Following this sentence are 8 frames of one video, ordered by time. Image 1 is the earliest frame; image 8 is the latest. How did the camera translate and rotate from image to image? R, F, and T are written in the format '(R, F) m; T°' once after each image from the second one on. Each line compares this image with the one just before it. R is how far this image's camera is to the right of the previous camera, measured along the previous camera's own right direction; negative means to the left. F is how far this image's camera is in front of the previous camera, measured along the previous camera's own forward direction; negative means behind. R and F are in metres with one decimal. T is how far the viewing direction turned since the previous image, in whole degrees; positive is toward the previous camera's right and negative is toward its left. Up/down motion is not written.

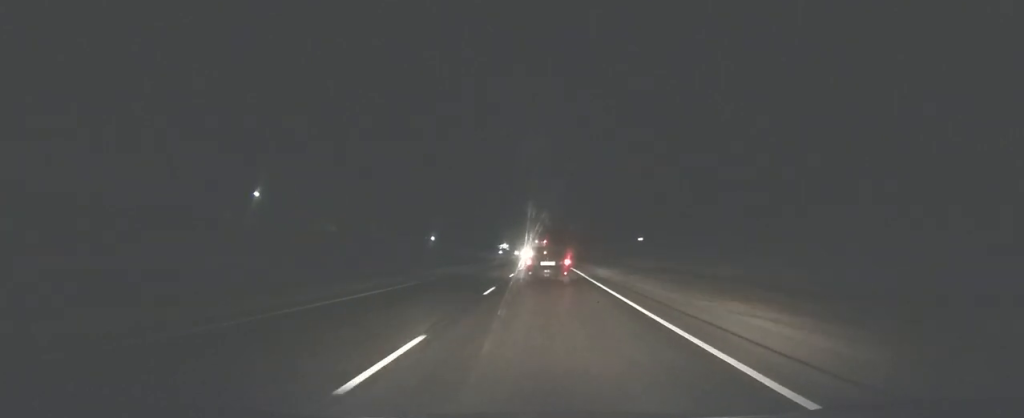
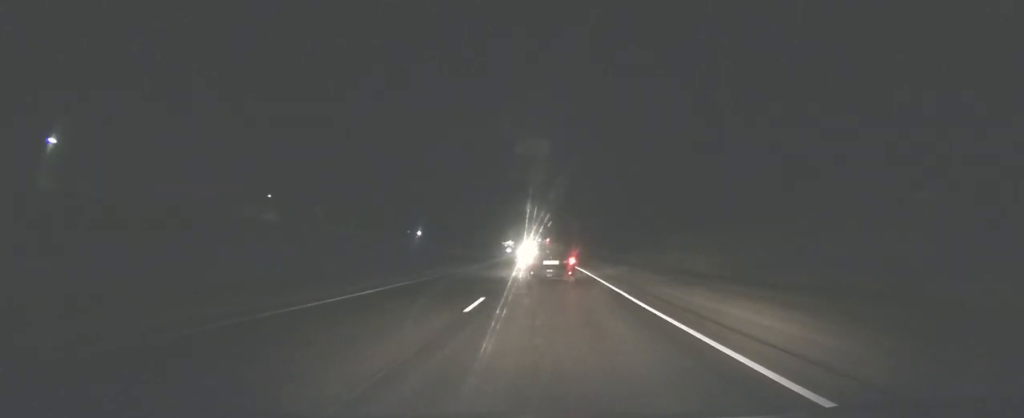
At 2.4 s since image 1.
(-0.2, +51.0) m; -1°
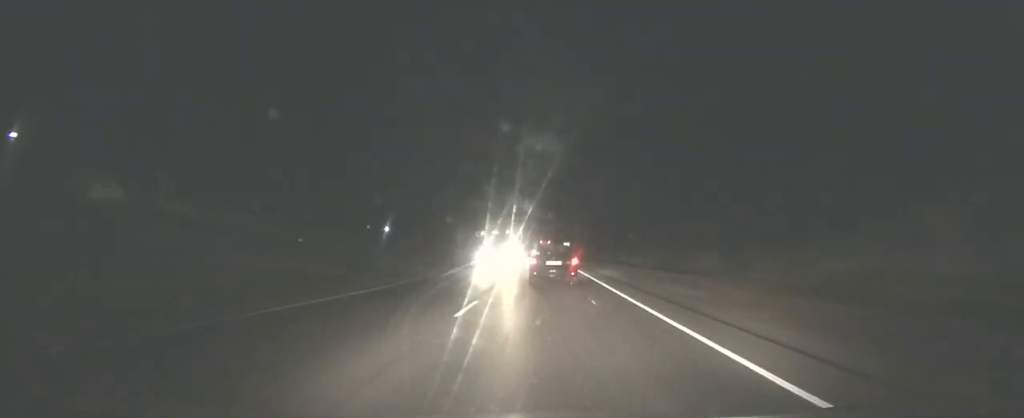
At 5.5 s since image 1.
(-0.6, +66.0) m; -1°
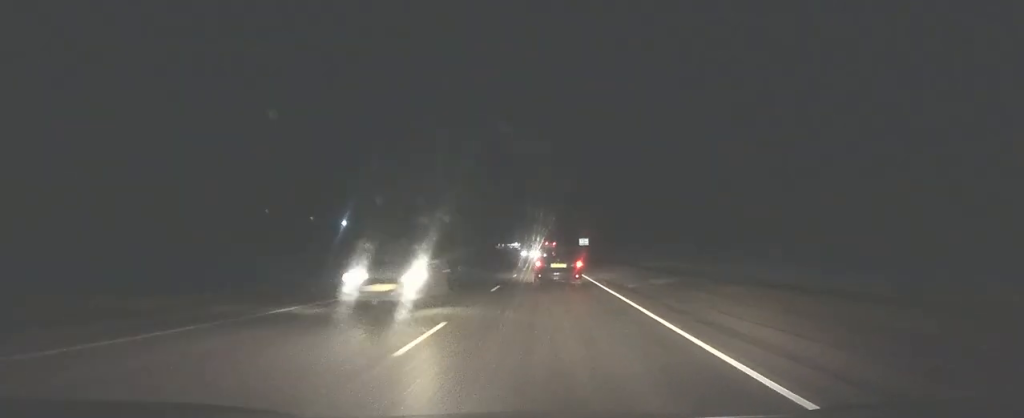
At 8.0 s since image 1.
(-0.3, +53.8) m; -1°
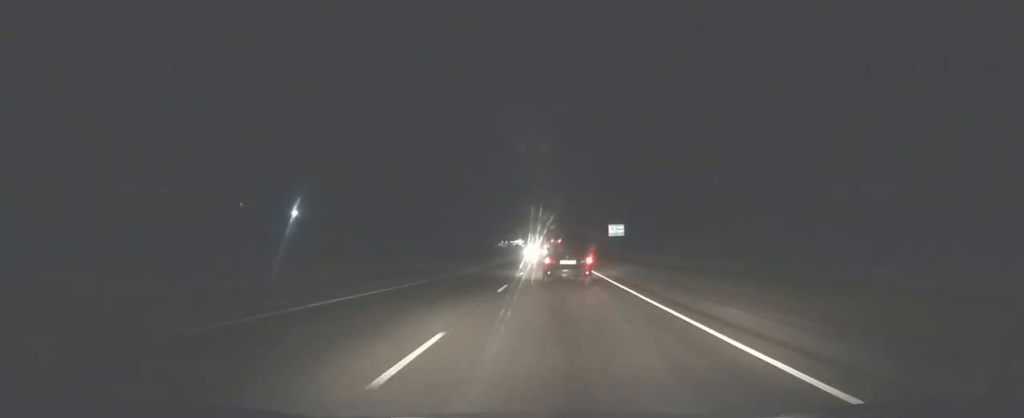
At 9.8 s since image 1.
(-0.3, +38.3) m; 0°
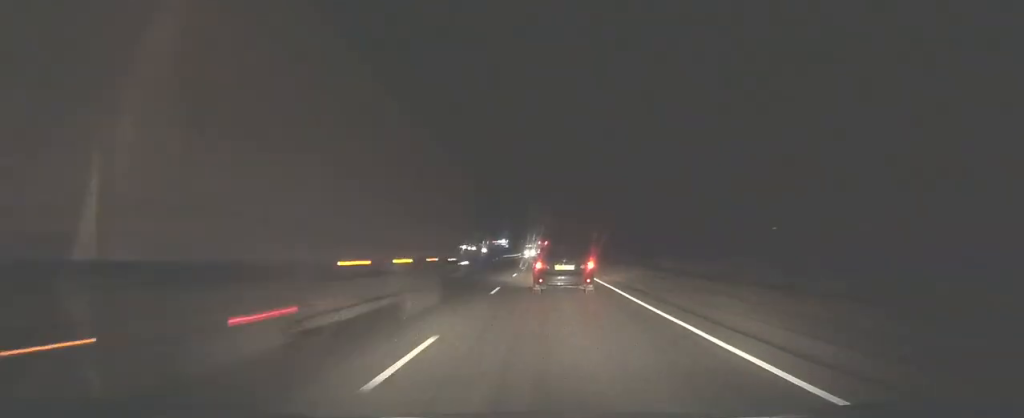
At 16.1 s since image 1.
(+0.9, +127.5) m; 0°
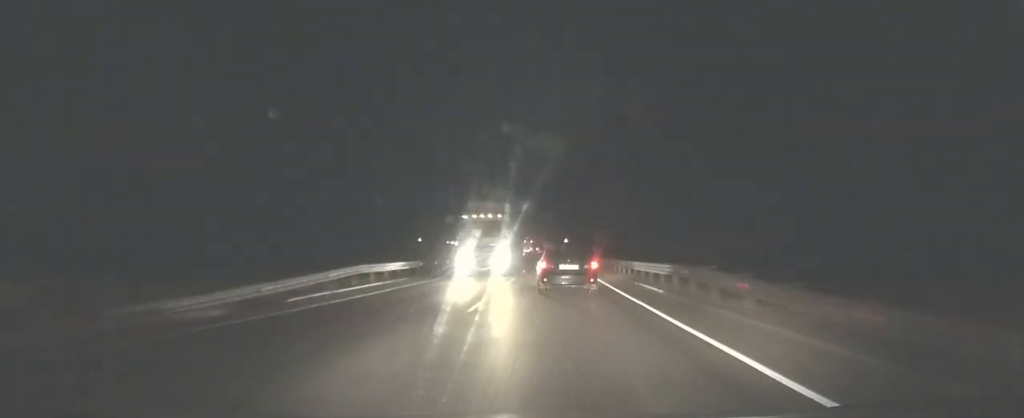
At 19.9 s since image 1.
(-0.8, +76.0) m; -1°
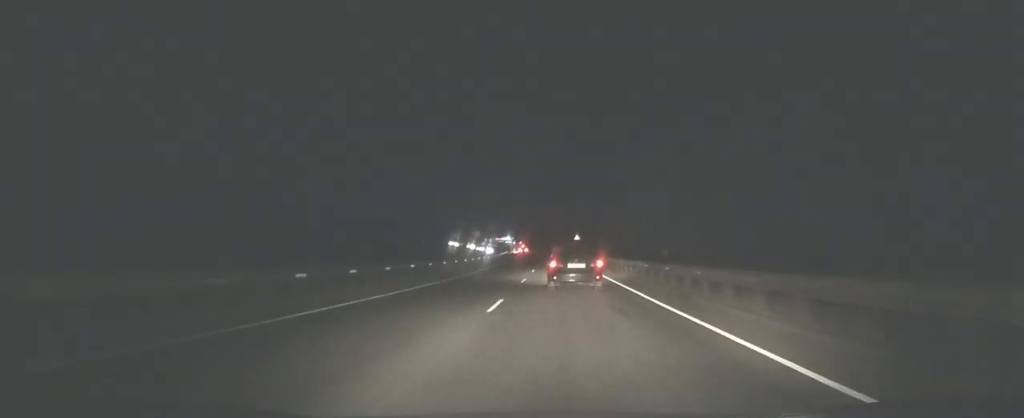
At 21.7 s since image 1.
(0.0, +37.7) m; 0°
